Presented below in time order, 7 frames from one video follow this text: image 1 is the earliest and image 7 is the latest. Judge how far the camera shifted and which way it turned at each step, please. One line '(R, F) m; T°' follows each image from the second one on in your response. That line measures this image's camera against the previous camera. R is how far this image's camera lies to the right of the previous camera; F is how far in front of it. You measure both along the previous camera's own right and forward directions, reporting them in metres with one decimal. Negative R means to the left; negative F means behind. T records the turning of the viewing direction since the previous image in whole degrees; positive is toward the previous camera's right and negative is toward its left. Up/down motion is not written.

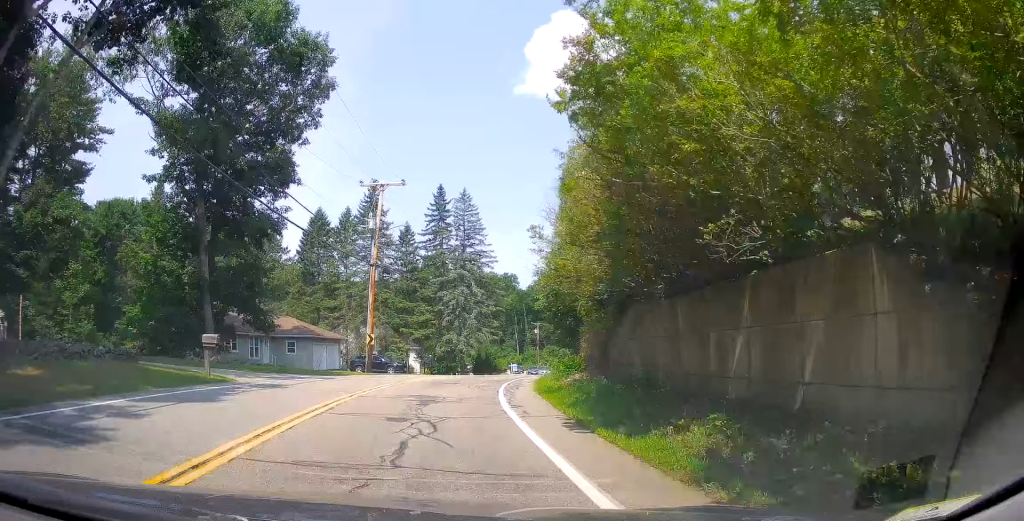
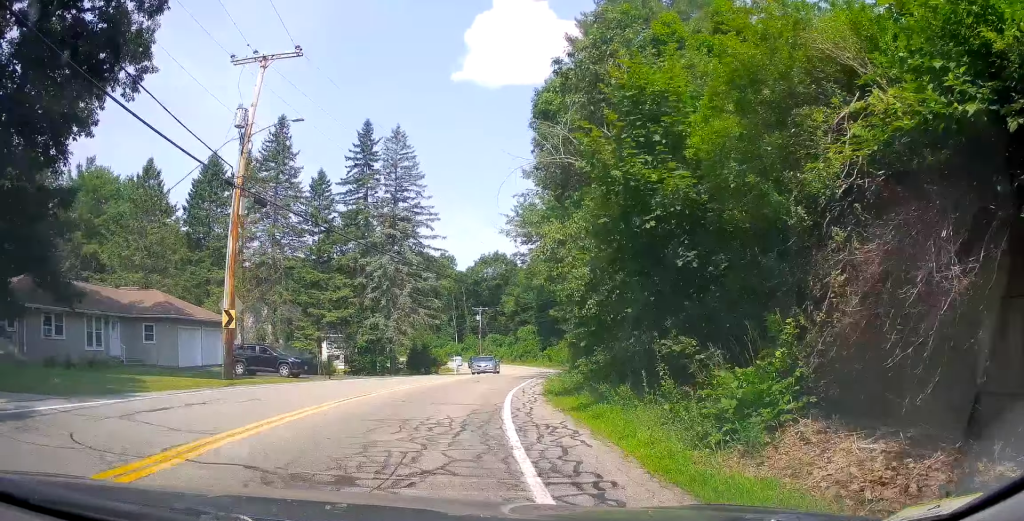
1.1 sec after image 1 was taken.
(+1.2, +16.2) m; +5°
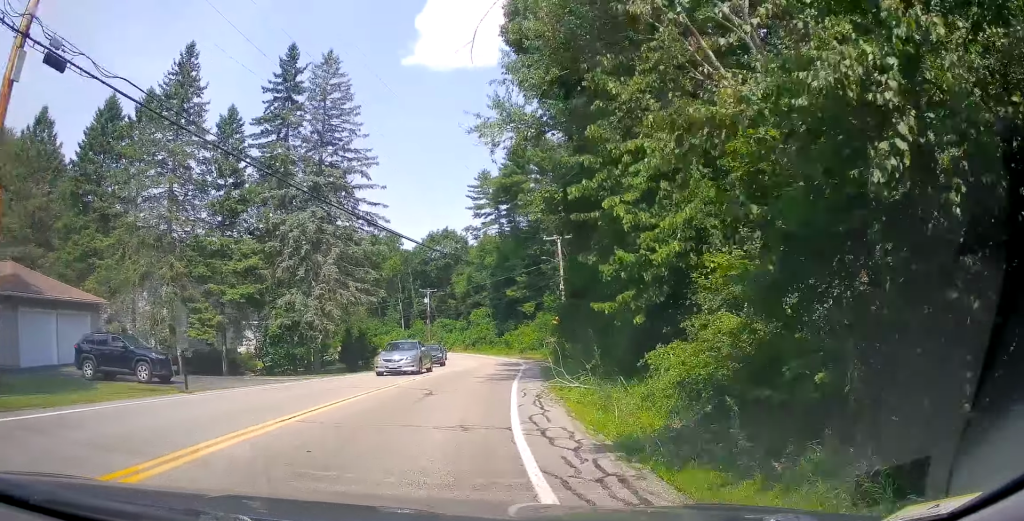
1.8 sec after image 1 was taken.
(+0.1, +11.0) m; +3°
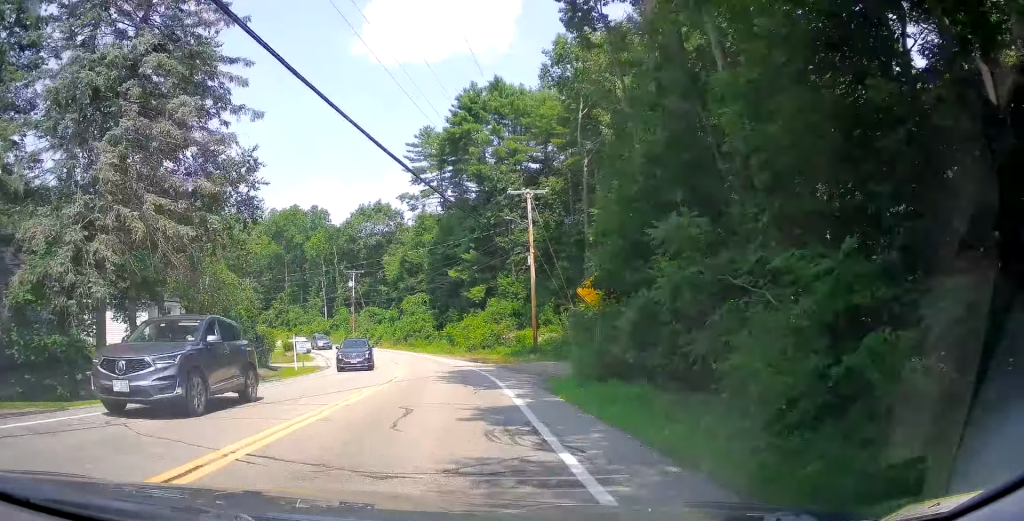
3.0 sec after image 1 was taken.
(+0.8, +17.3) m; +5°
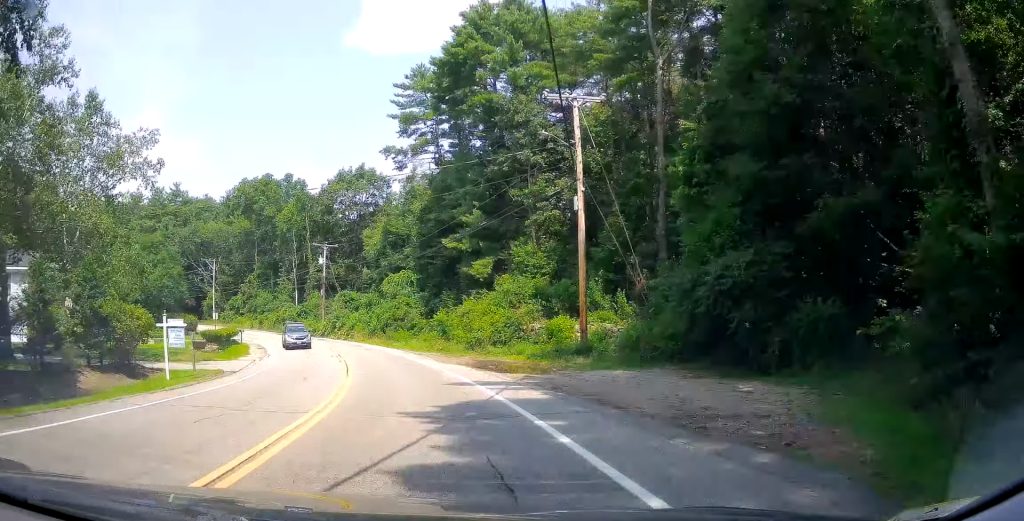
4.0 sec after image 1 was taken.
(+0.6, +16.1) m; -1°
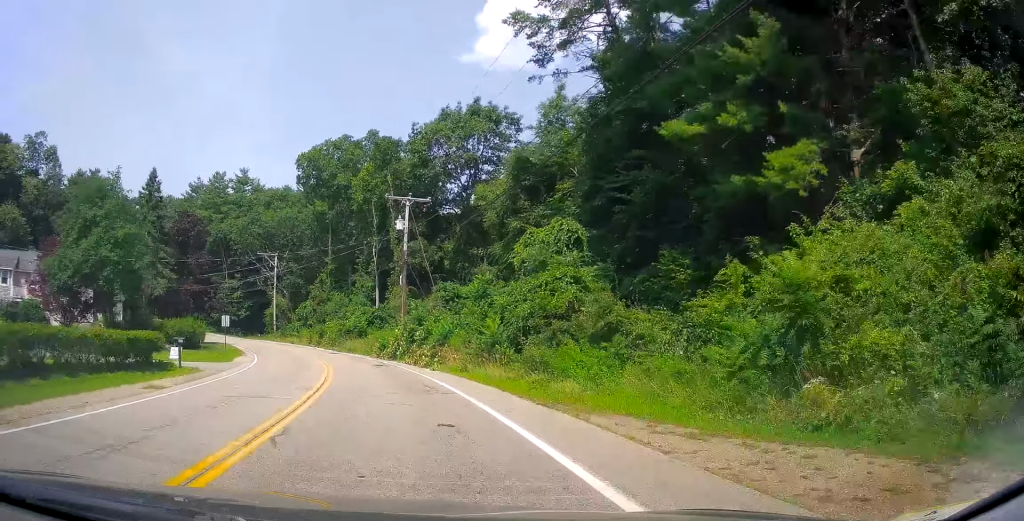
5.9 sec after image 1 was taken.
(-2.0, +29.1) m; -10°
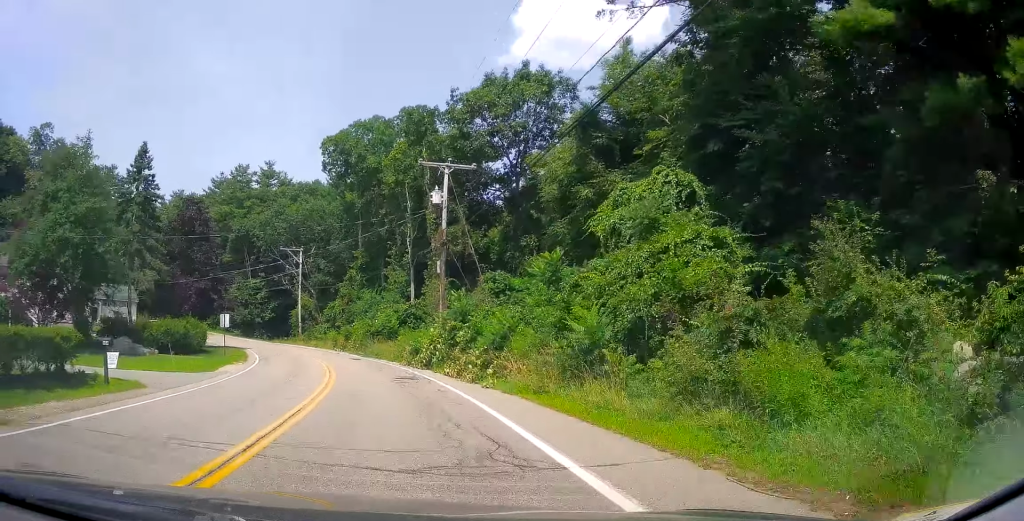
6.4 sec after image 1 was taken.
(-0.2, +7.8) m; -3°
